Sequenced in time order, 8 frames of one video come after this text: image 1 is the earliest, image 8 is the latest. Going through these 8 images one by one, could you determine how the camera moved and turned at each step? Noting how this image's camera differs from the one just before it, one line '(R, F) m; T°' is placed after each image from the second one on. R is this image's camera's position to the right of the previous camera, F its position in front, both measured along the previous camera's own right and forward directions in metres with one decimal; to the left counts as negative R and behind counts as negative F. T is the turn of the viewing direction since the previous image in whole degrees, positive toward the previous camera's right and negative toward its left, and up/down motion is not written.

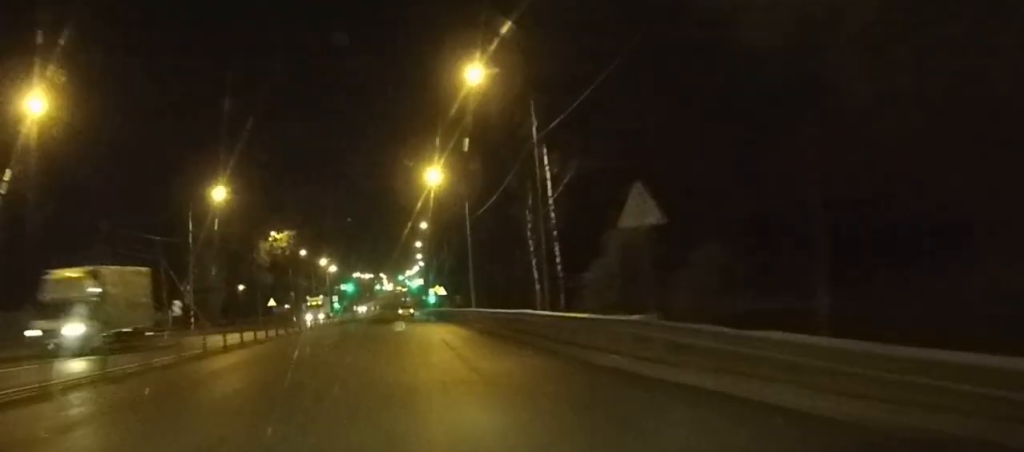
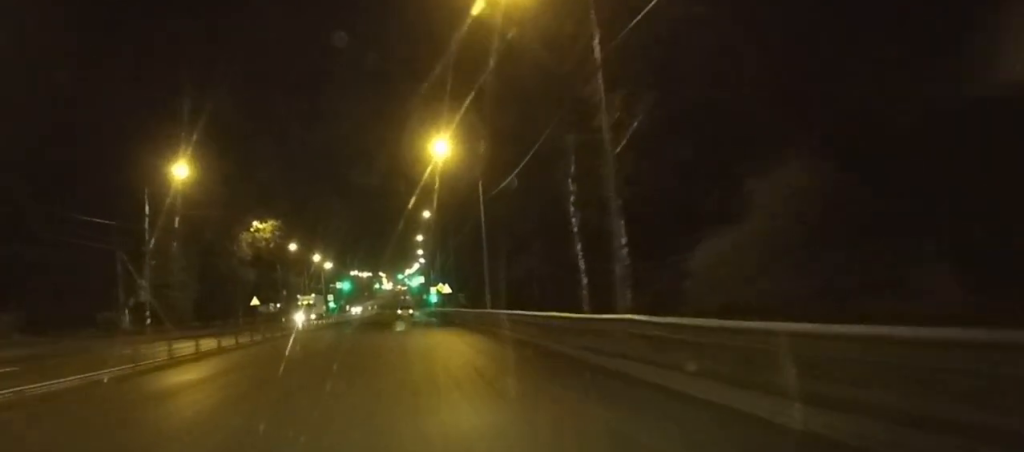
(0.0, +13.0) m; 0°
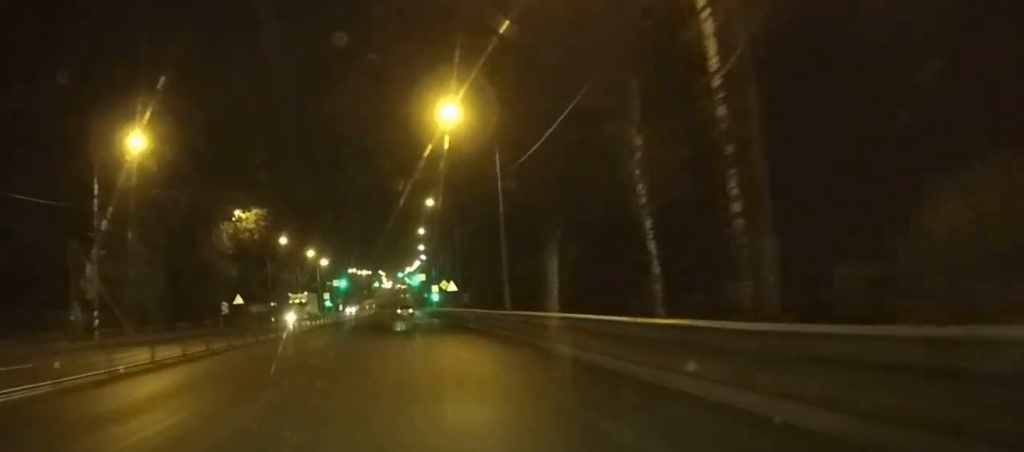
(-0.1, +10.8) m; 0°
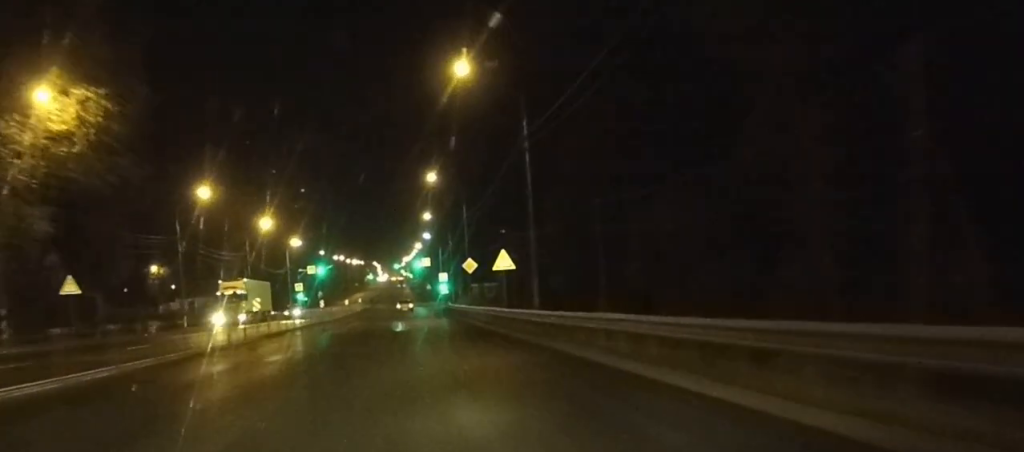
(+0.5, +48.4) m; +1°
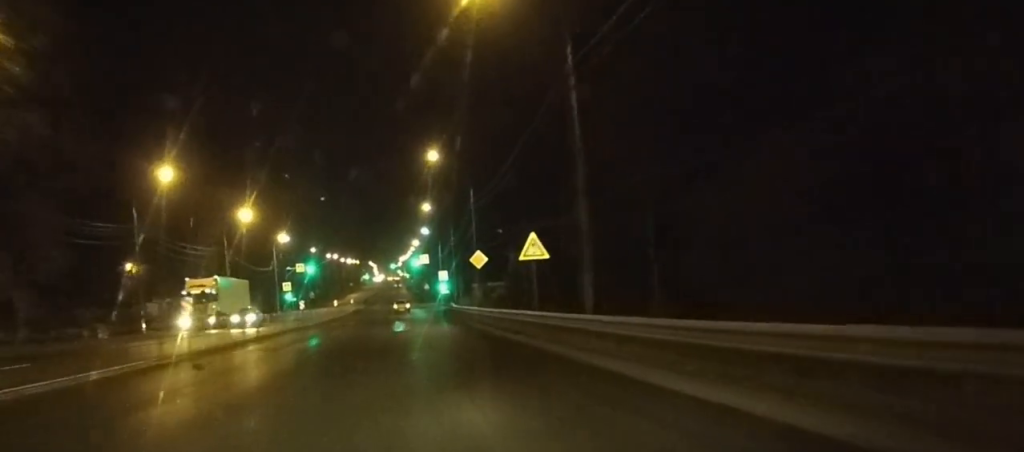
(0.0, +11.2) m; 0°
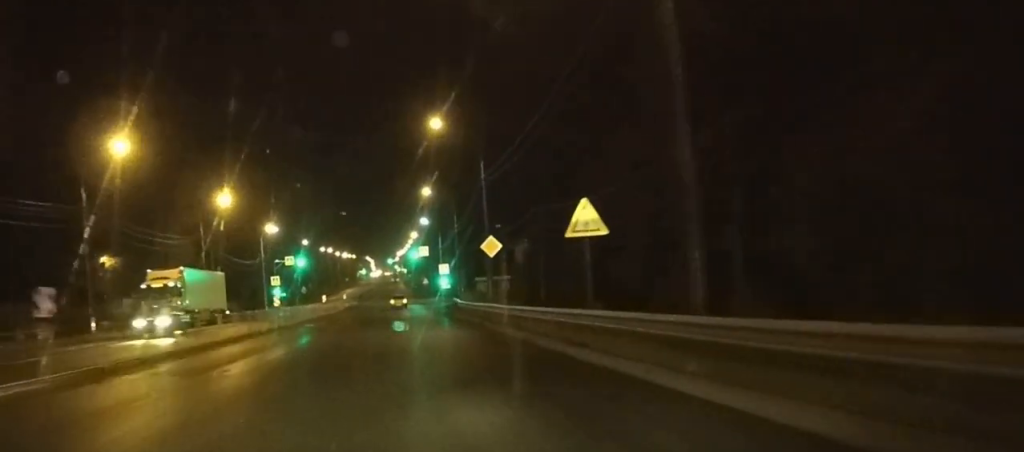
(0.0, +10.0) m; 0°
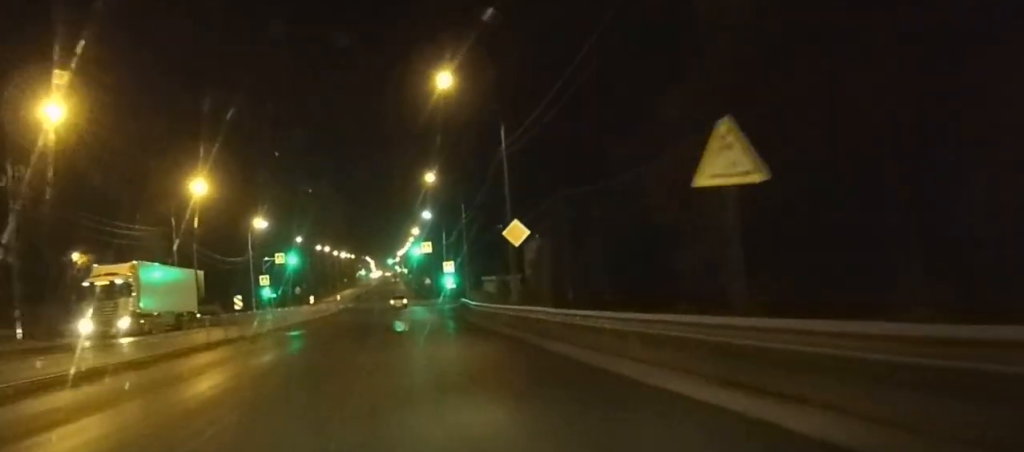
(0.0, +10.6) m; 0°
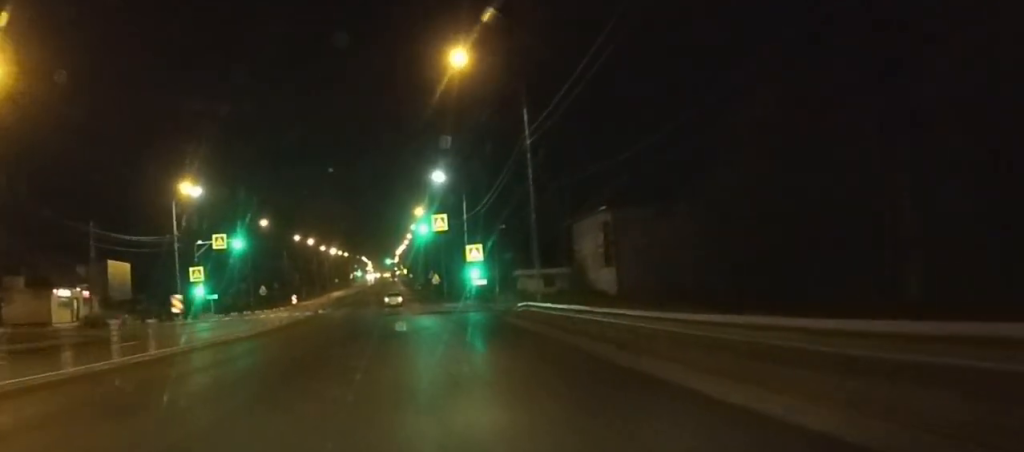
(+0.2, +38.0) m; 0°
